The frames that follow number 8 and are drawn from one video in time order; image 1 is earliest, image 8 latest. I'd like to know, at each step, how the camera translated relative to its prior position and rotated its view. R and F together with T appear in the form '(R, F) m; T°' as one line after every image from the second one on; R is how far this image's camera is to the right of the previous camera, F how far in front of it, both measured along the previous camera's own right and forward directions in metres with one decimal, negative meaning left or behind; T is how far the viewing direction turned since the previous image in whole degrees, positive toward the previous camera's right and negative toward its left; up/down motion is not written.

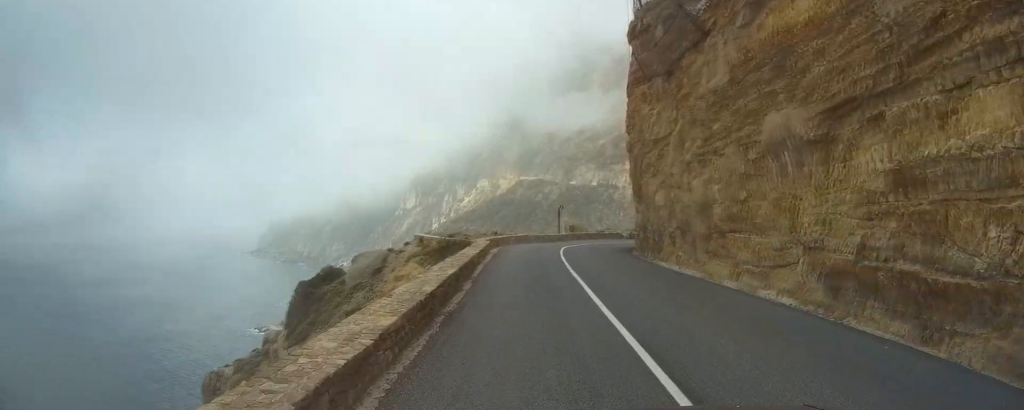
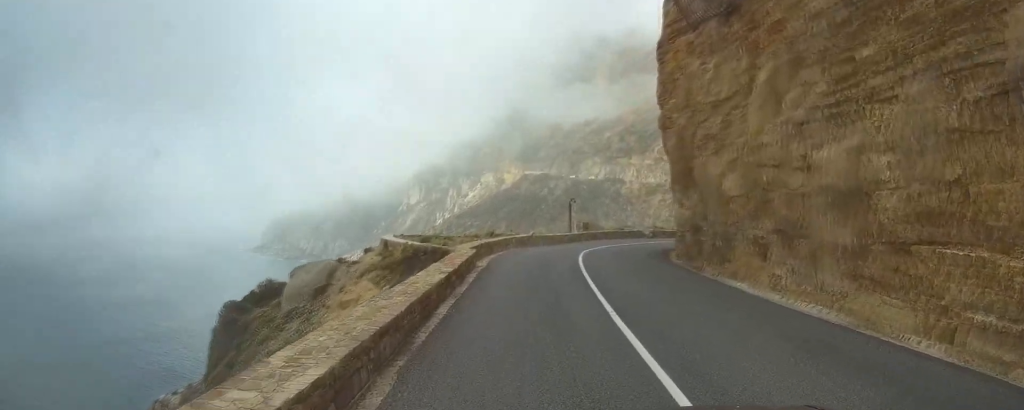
(0.0, +10.3) m; +1°
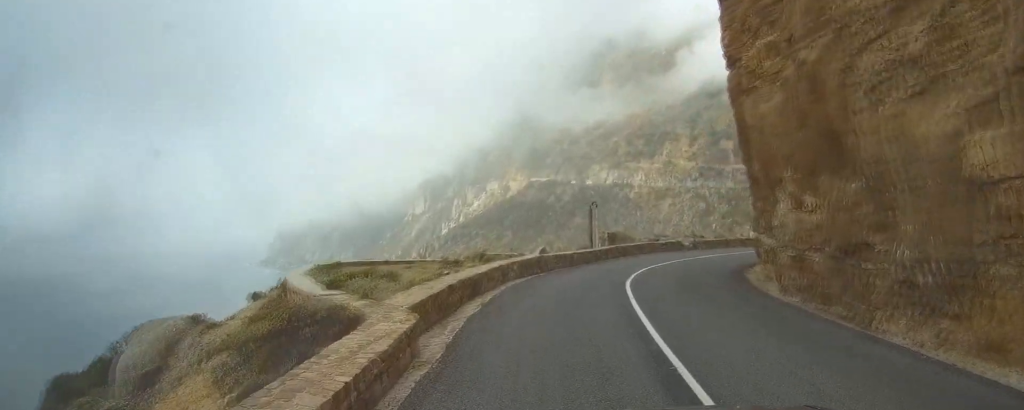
(+0.4, +12.2) m; +3°
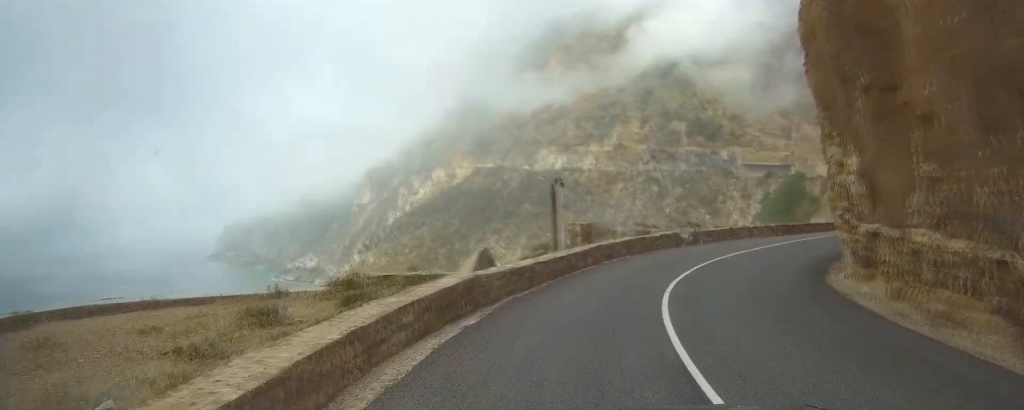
(0.0, +12.5) m; -2°
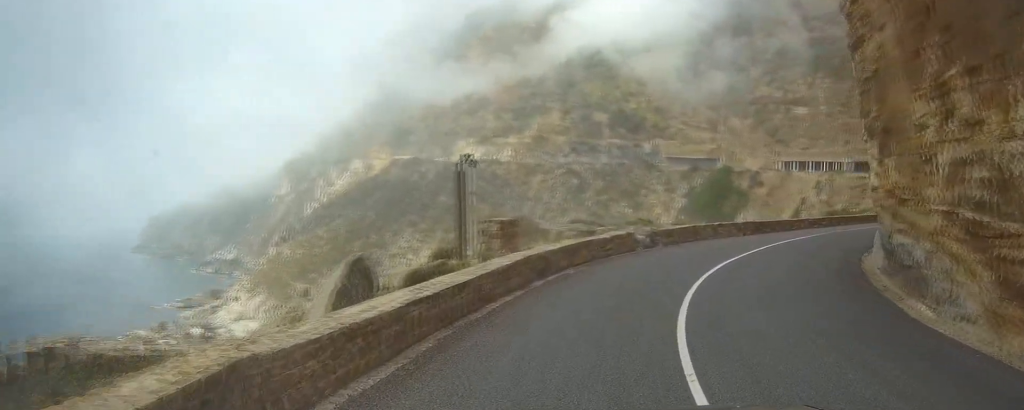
(-0.1, +8.4) m; -1°
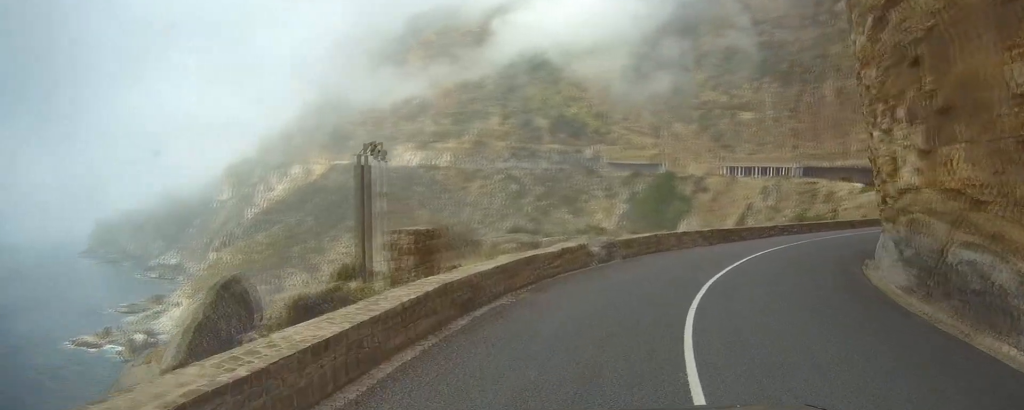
(0.0, +4.5) m; +3°
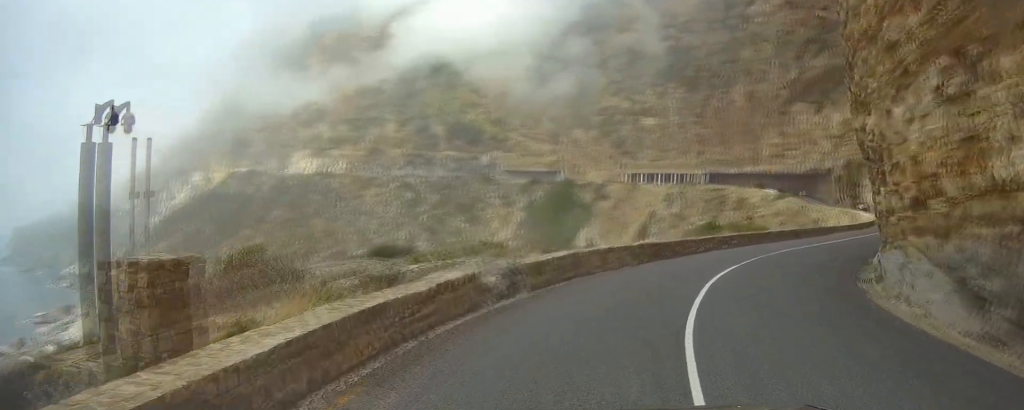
(-0.2, +6.6) m; +9°
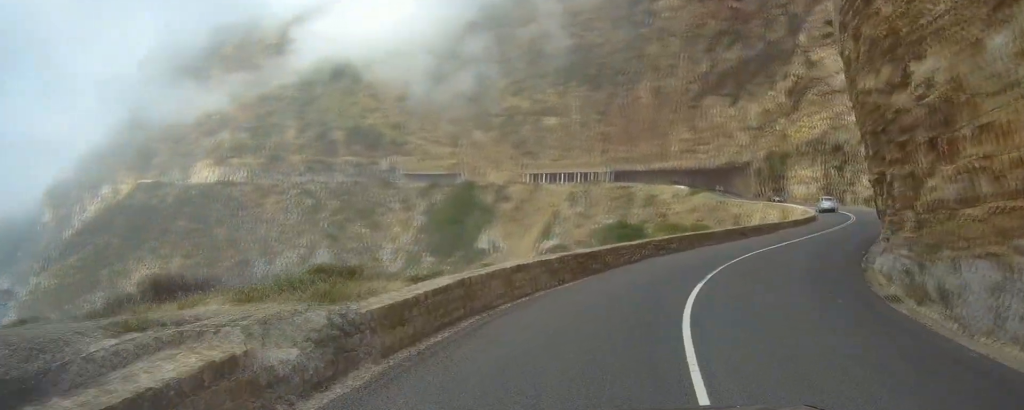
(+1.2, +6.6) m; +13°
